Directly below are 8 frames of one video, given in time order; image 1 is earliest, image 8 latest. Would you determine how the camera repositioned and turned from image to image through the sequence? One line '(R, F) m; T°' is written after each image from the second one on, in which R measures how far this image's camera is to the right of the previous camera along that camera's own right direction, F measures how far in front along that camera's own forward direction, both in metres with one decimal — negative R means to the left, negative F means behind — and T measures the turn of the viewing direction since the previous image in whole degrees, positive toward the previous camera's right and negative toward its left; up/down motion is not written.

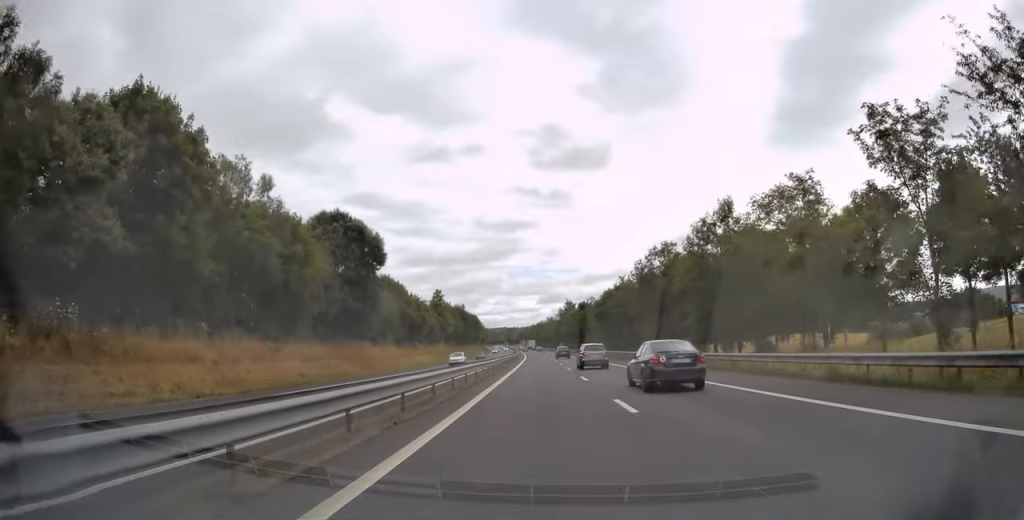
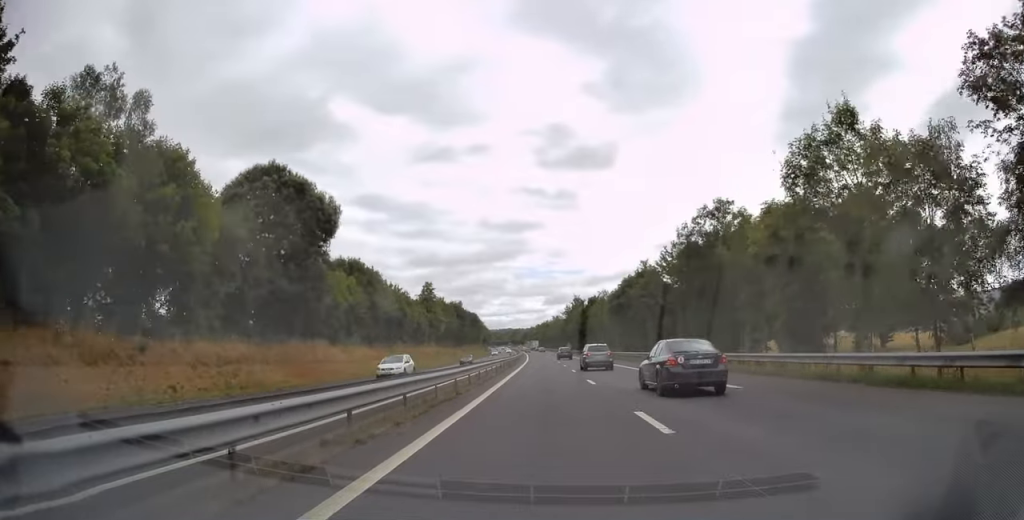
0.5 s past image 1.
(-0.1, +16.0) m; 0°
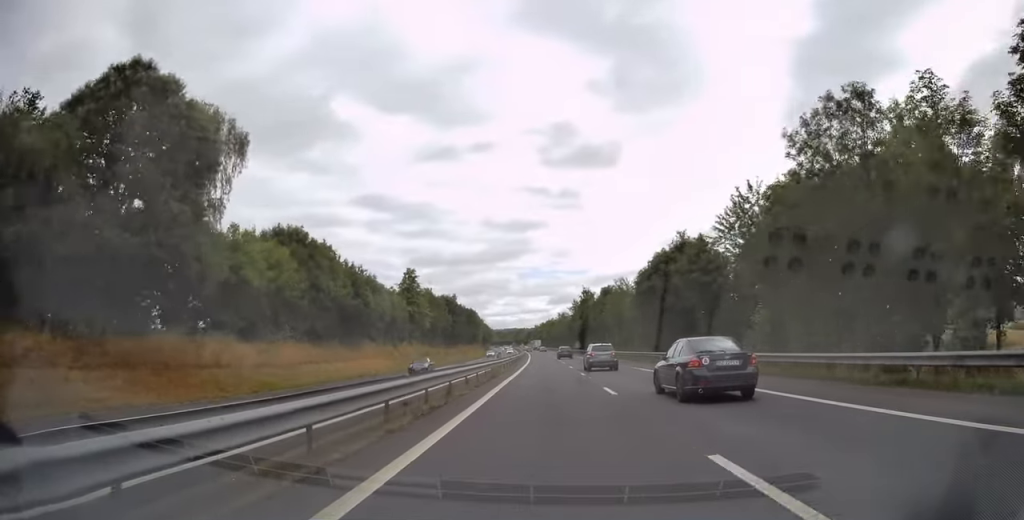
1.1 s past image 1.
(0.0, +18.1) m; 0°
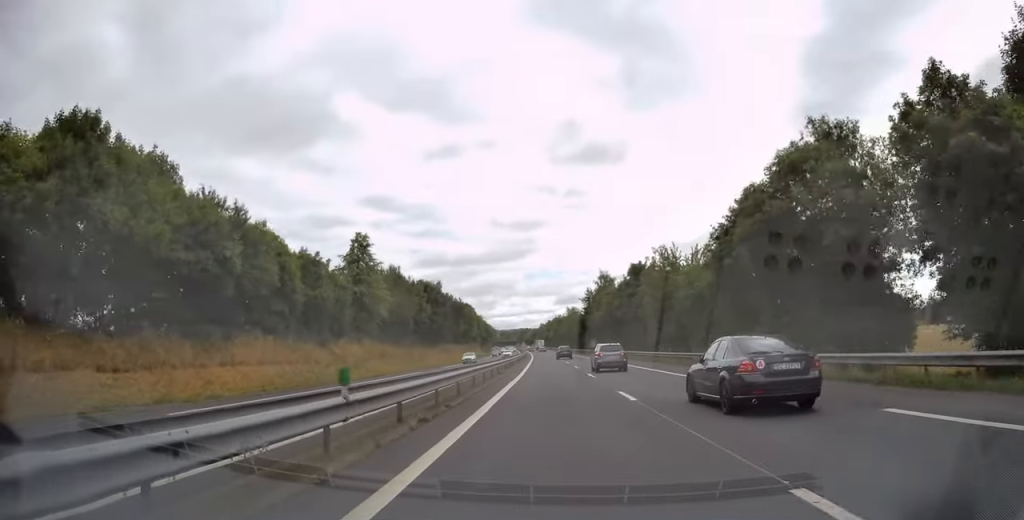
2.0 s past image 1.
(0.0, +27.8) m; -1°
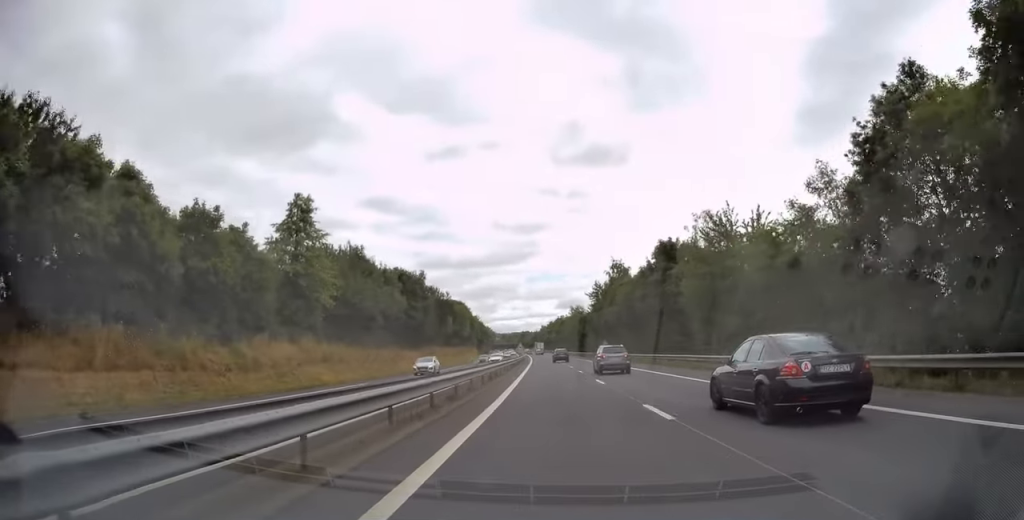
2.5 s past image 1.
(0.0, +17.0) m; 0°
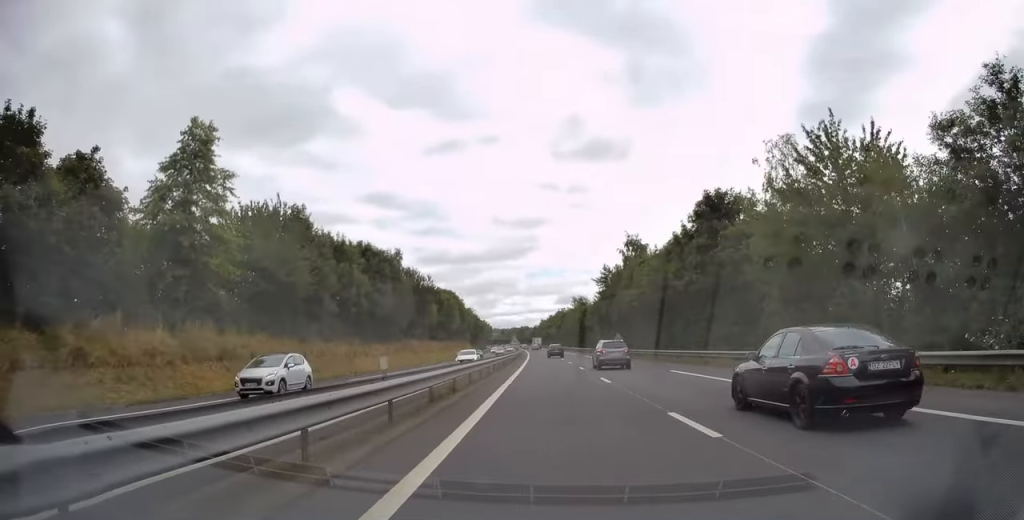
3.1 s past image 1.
(-0.2, +15.9) m; 0°
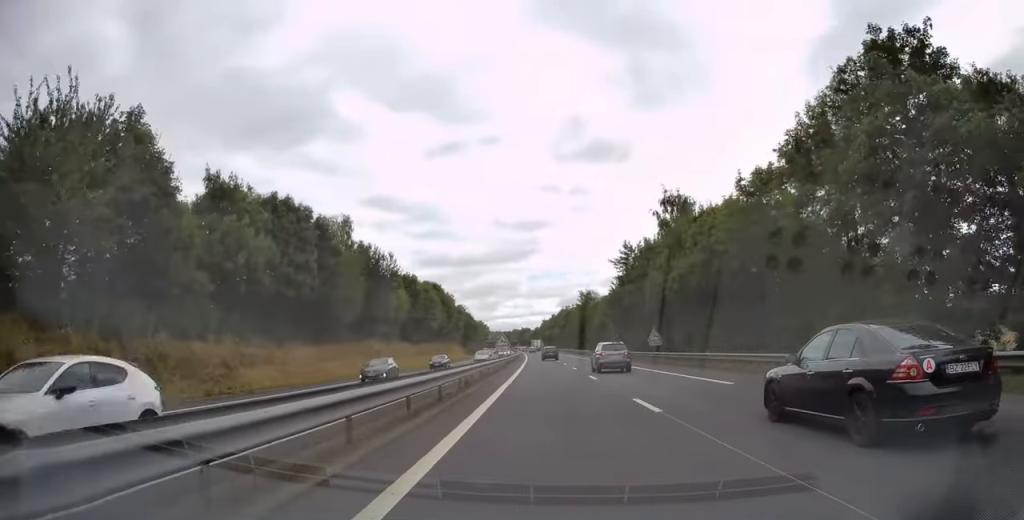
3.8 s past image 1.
(0.0, +22.1) m; 0°
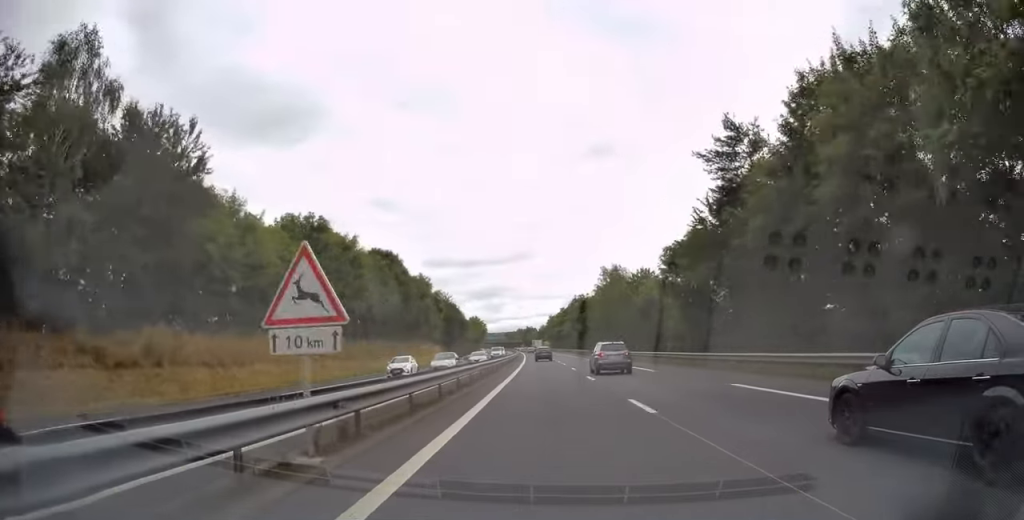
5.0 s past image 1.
(0.0, +39.1) m; -1°
